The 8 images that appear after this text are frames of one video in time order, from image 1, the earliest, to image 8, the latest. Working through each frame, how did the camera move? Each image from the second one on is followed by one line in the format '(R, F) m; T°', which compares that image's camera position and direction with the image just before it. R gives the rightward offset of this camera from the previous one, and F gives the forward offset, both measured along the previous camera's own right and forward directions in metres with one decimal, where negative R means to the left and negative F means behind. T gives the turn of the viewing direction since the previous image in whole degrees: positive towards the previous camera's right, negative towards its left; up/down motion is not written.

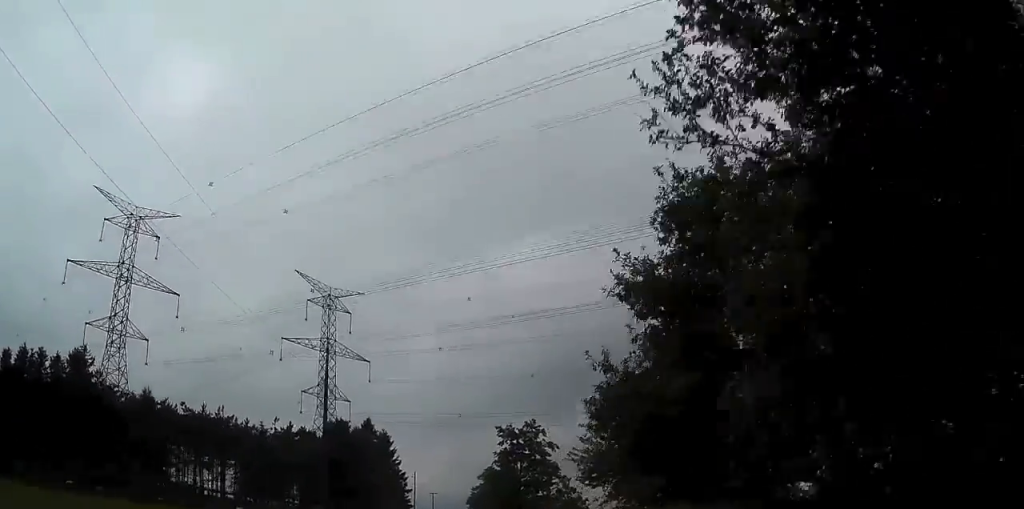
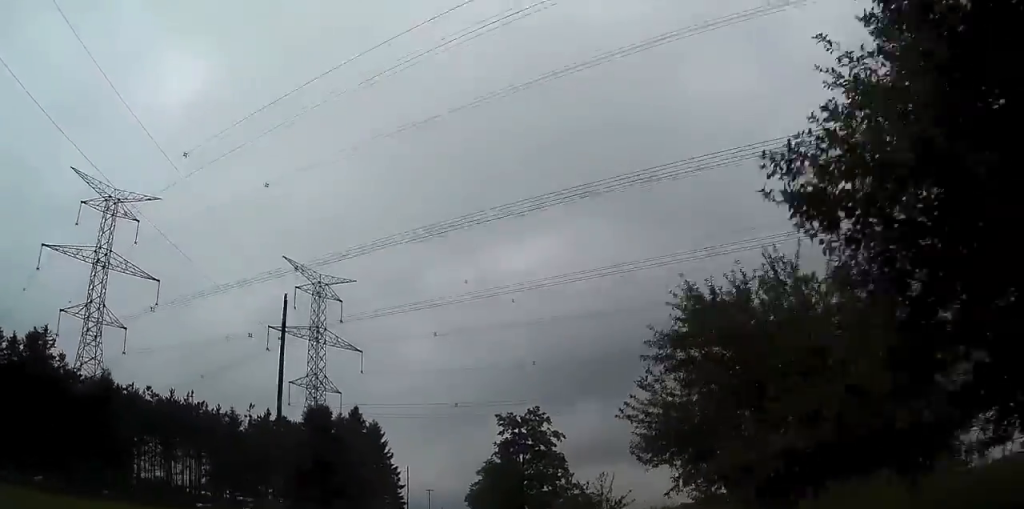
(0.0, +8.7) m; 0°
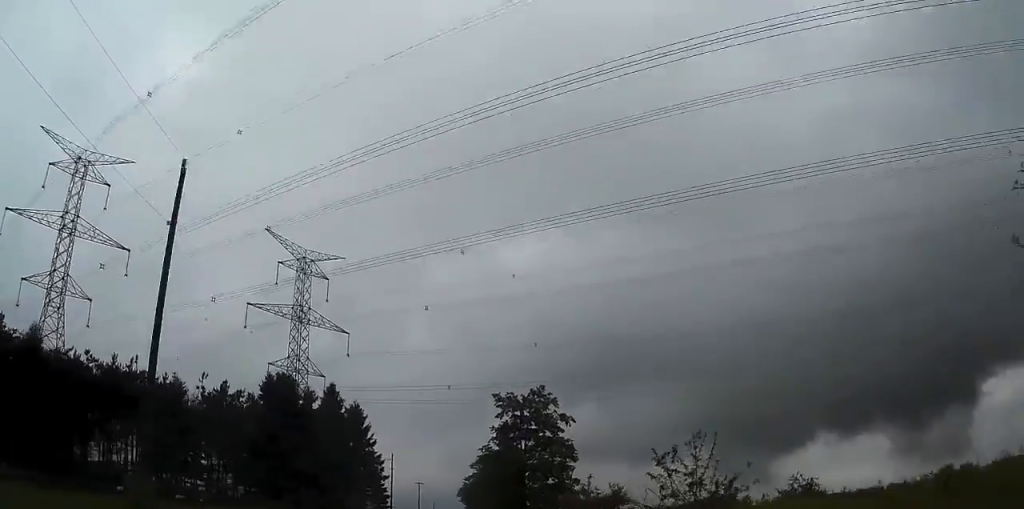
(+0.1, +12.2) m; +1°
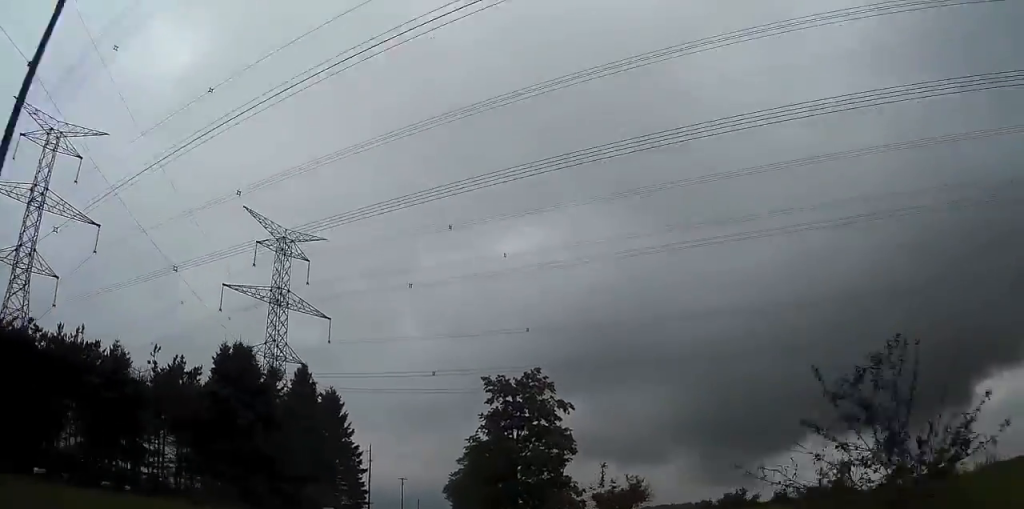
(0.0, +8.6) m; 0°
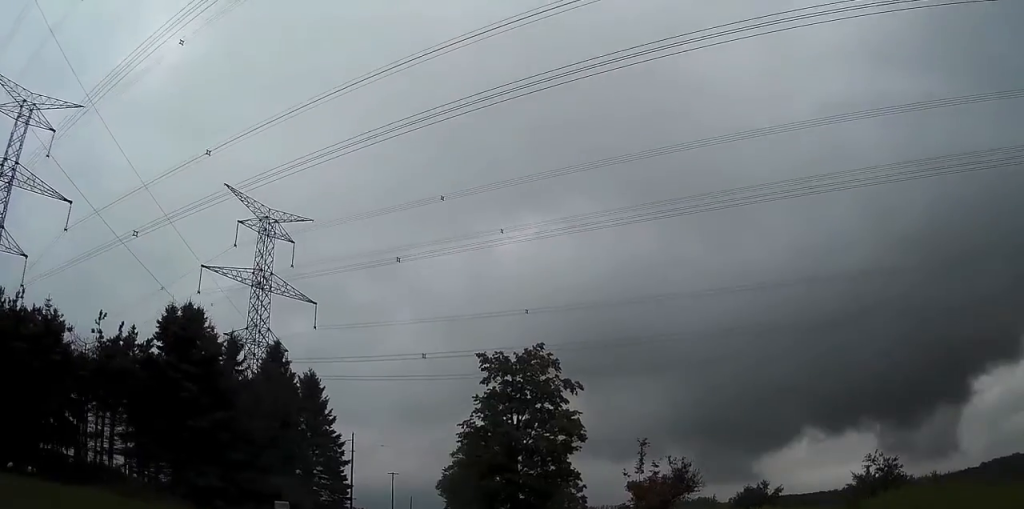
(+0.1, +8.5) m; 0°
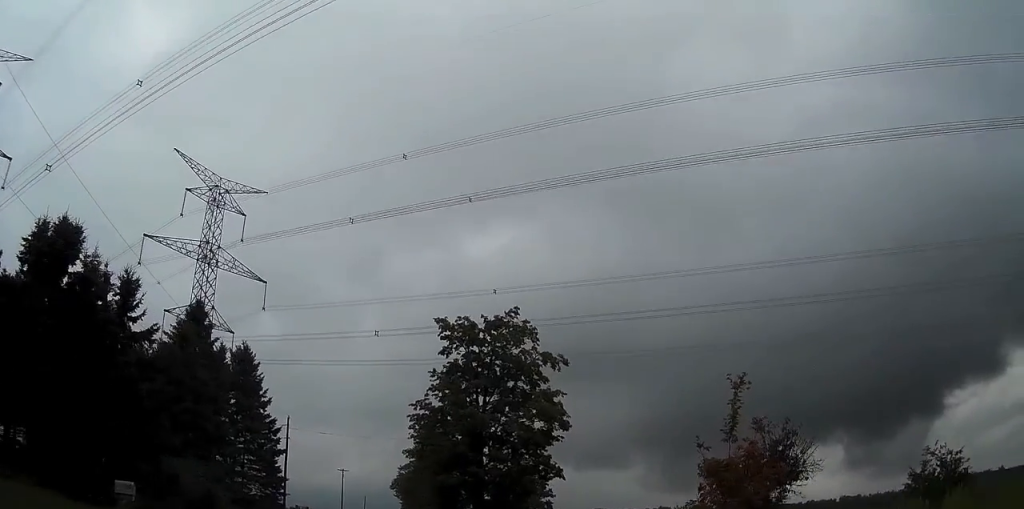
(0.0, +12.5) m; -1°
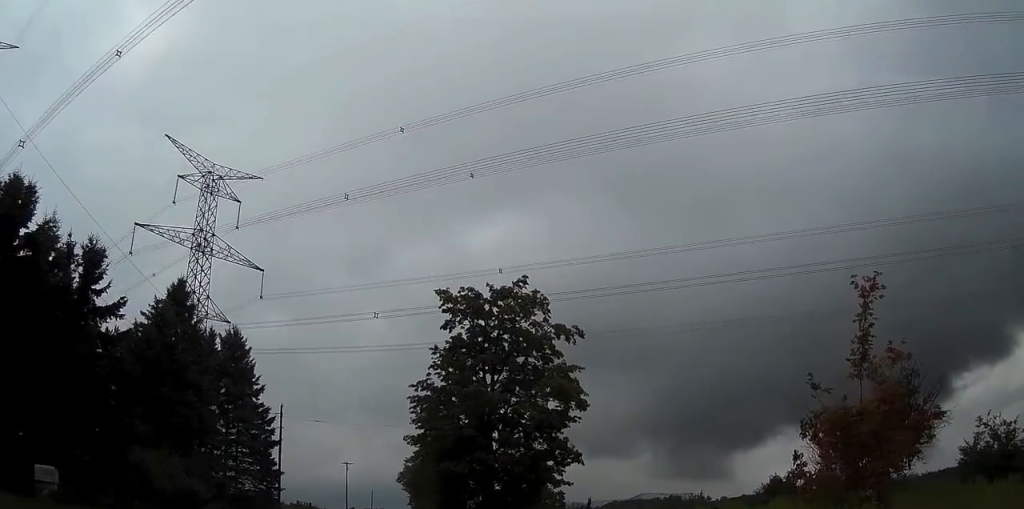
(0.0, +4.7) m; -4°
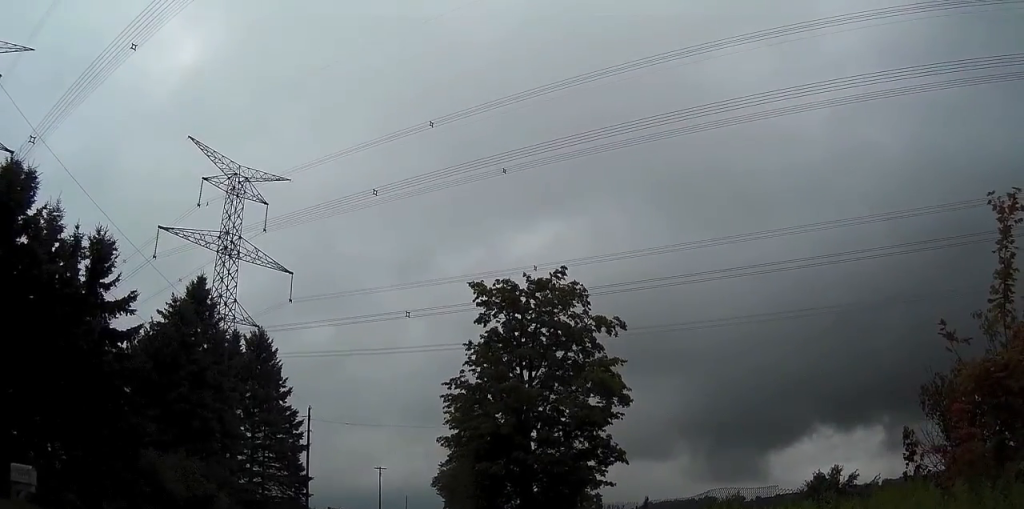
(-0.2, +2.9) m; -3°
